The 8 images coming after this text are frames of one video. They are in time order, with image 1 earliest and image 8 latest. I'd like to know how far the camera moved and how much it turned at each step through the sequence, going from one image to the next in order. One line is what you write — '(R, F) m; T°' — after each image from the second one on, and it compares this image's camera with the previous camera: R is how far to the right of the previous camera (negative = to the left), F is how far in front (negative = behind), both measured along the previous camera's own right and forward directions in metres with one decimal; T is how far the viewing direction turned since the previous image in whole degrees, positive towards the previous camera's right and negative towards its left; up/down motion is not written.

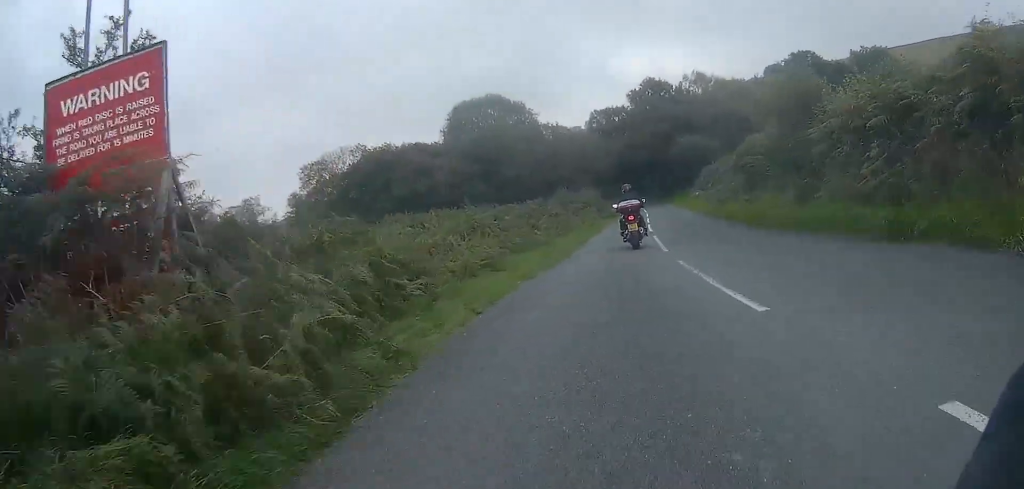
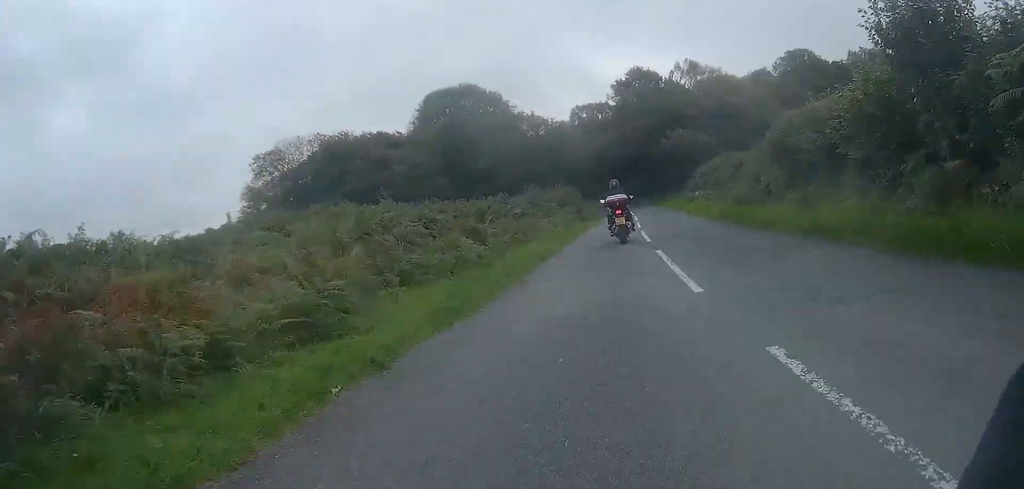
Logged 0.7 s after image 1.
(0.0, +7.6) m; +2°
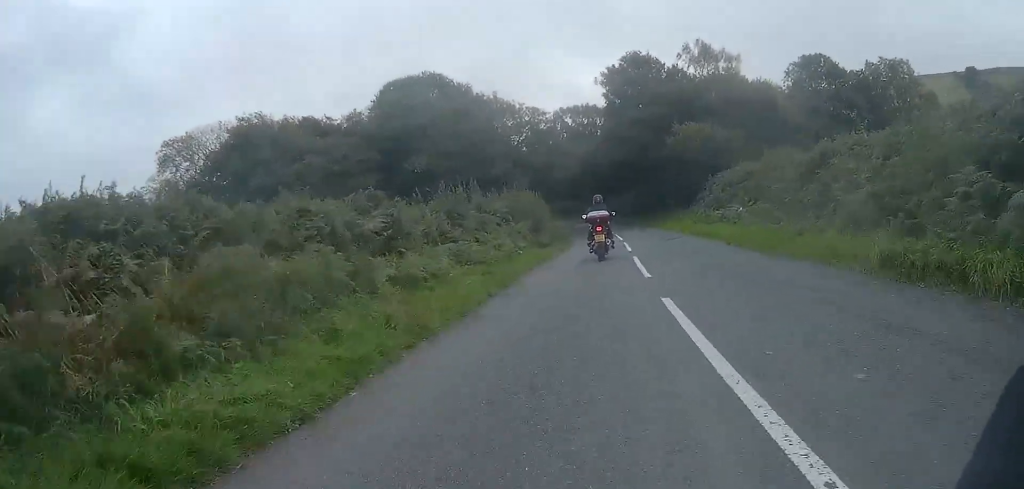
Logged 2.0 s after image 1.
(+0.7, +14.2) m; +3°
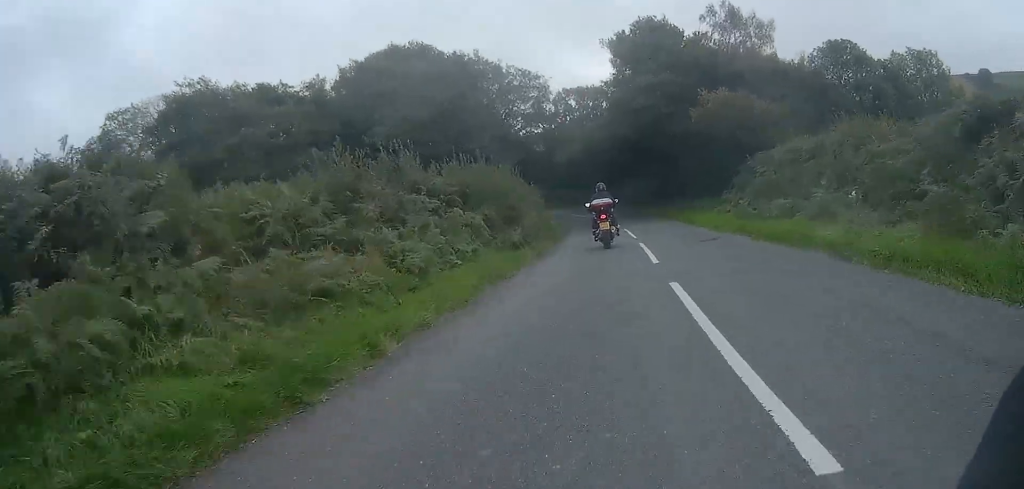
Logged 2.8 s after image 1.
(+0.1, +8.6) m; +1°
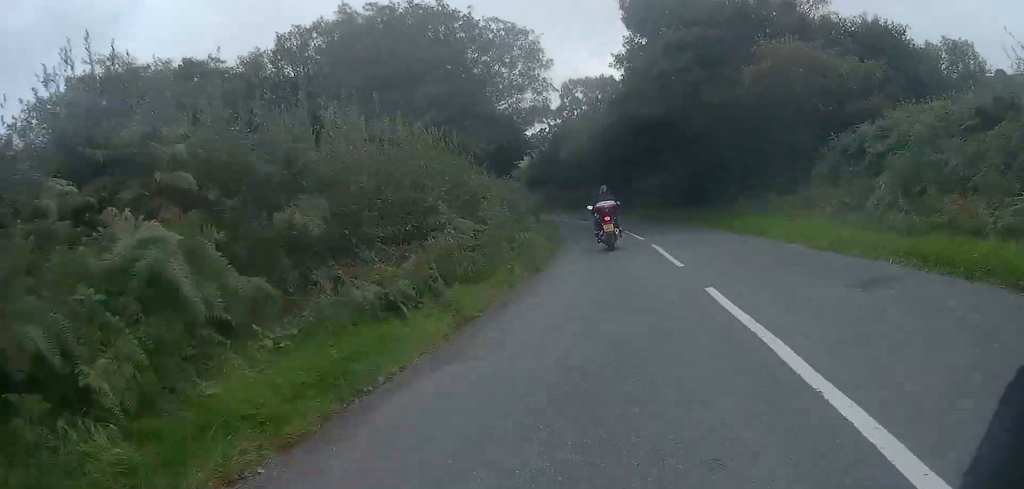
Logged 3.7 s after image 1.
(+0.1, +10.3) m; +1°
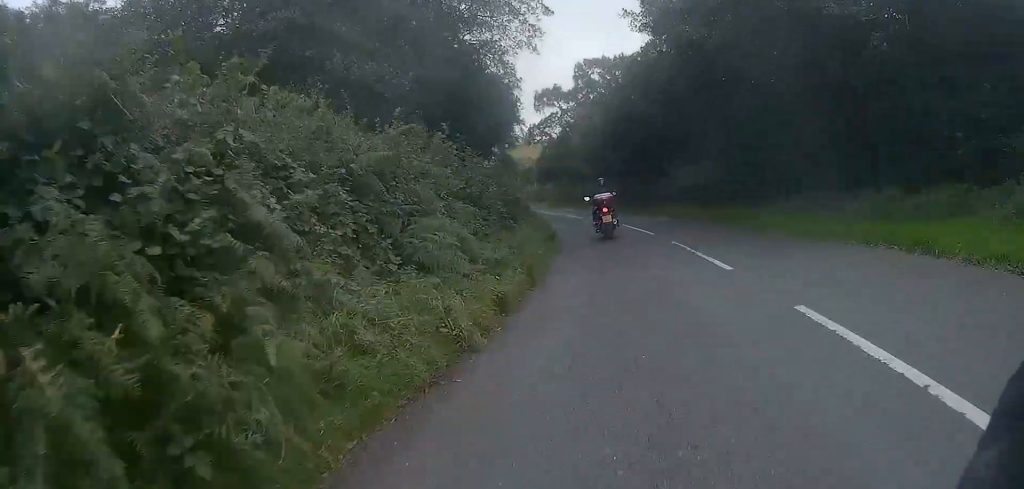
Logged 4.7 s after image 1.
(0.0, +11.4) m; -1°
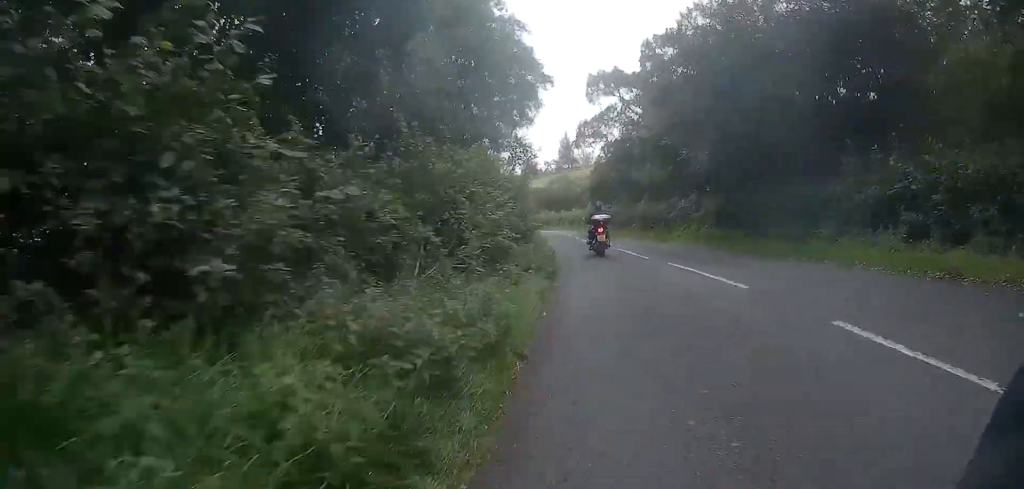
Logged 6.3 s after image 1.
(-1.3, +17.9) m; -8°
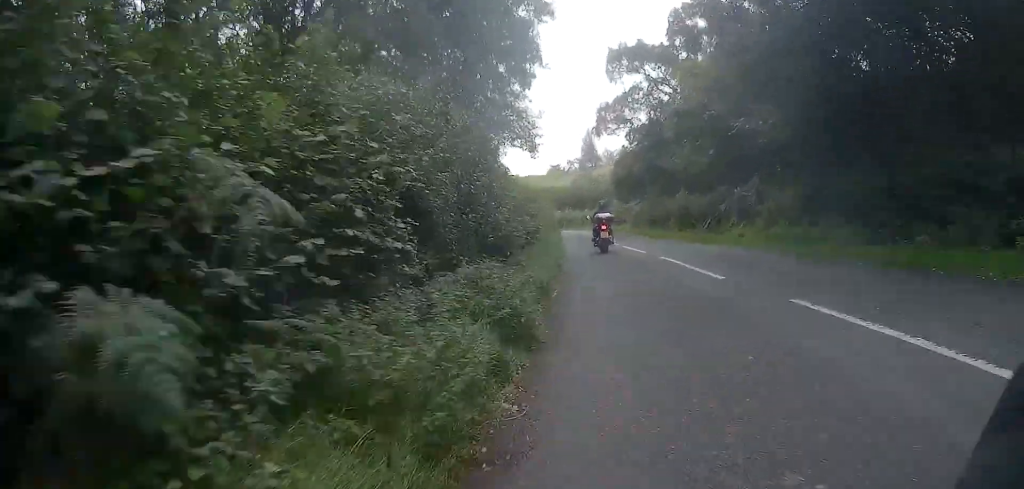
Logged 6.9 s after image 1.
(-0.2, +7.9) m; -1°
